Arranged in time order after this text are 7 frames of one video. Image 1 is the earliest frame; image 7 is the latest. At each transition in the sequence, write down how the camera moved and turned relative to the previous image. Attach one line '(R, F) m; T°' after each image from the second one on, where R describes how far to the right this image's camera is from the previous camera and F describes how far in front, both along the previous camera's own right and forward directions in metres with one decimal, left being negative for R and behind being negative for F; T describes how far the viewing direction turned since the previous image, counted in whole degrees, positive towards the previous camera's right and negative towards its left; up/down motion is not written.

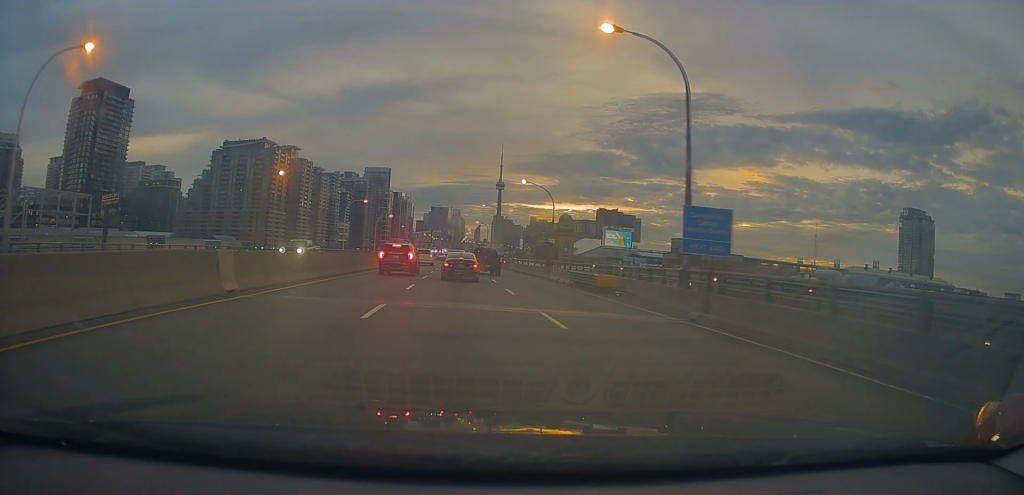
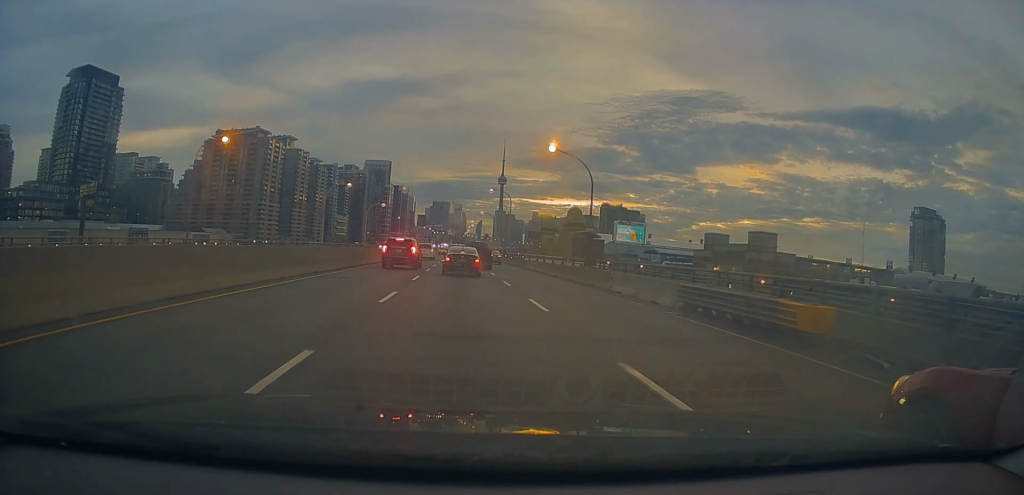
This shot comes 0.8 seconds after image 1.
(-0.7, +15.8) m; -1°
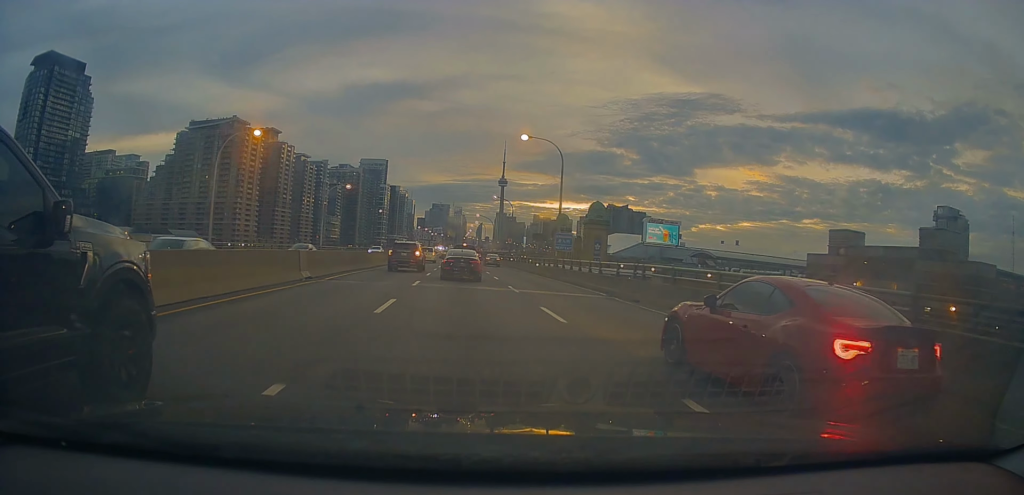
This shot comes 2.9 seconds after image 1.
(+0.5, +38.5) m; -1°
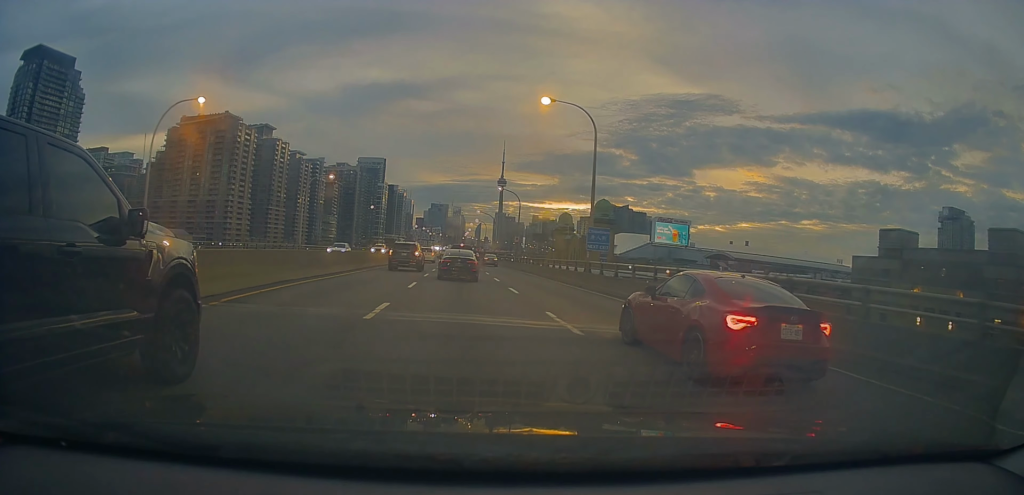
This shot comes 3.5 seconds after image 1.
(0.0, +10.4) m; -1°
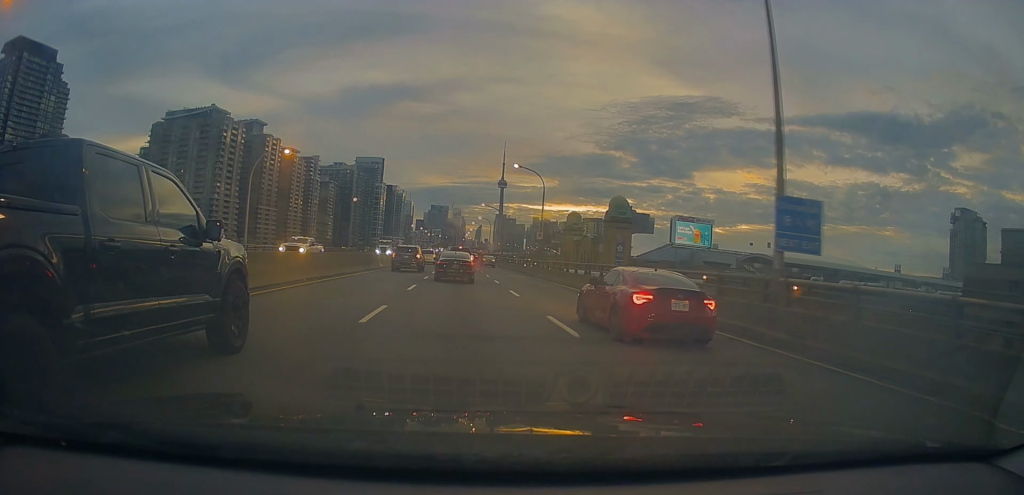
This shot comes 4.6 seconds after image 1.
(-0.3, +18.7) m; +1°
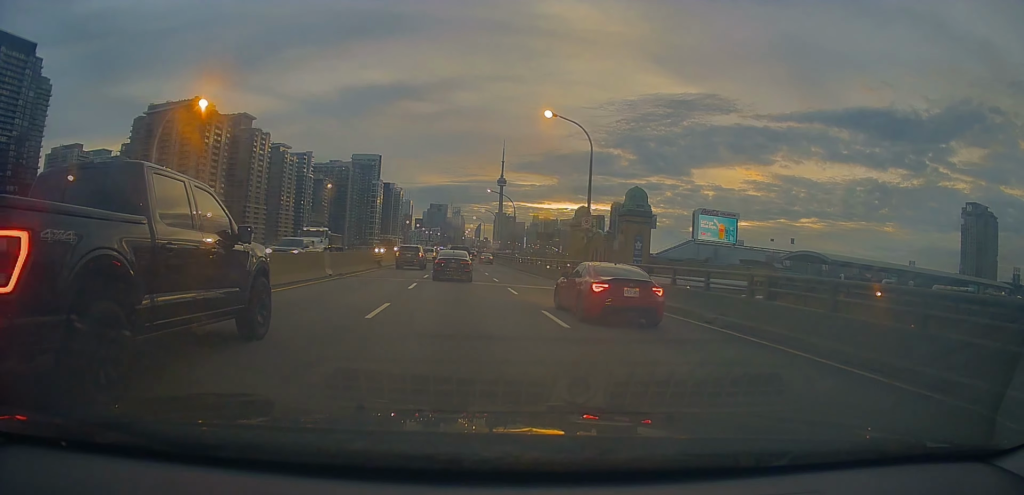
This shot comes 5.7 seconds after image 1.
(+0.6, +17.5) m; +2°
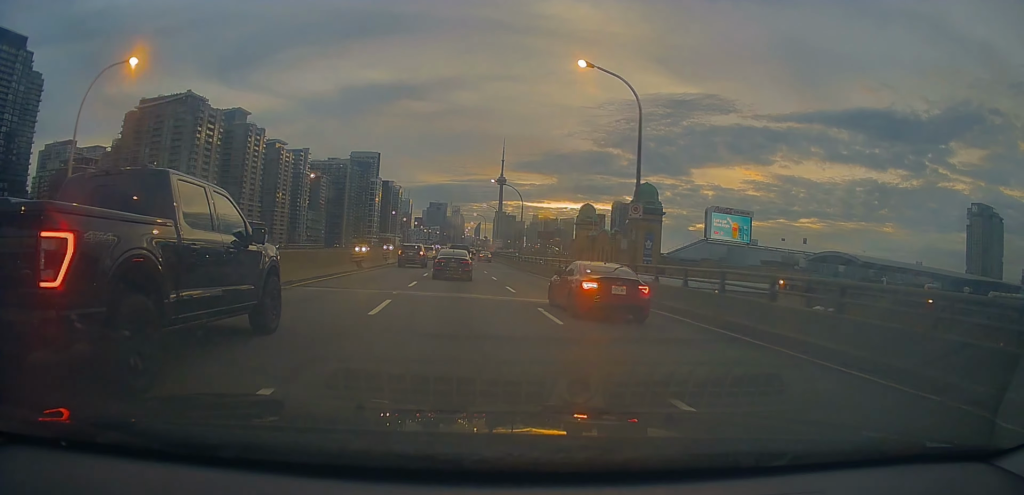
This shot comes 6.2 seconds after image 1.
(0.0, +8.6) m; -1°
